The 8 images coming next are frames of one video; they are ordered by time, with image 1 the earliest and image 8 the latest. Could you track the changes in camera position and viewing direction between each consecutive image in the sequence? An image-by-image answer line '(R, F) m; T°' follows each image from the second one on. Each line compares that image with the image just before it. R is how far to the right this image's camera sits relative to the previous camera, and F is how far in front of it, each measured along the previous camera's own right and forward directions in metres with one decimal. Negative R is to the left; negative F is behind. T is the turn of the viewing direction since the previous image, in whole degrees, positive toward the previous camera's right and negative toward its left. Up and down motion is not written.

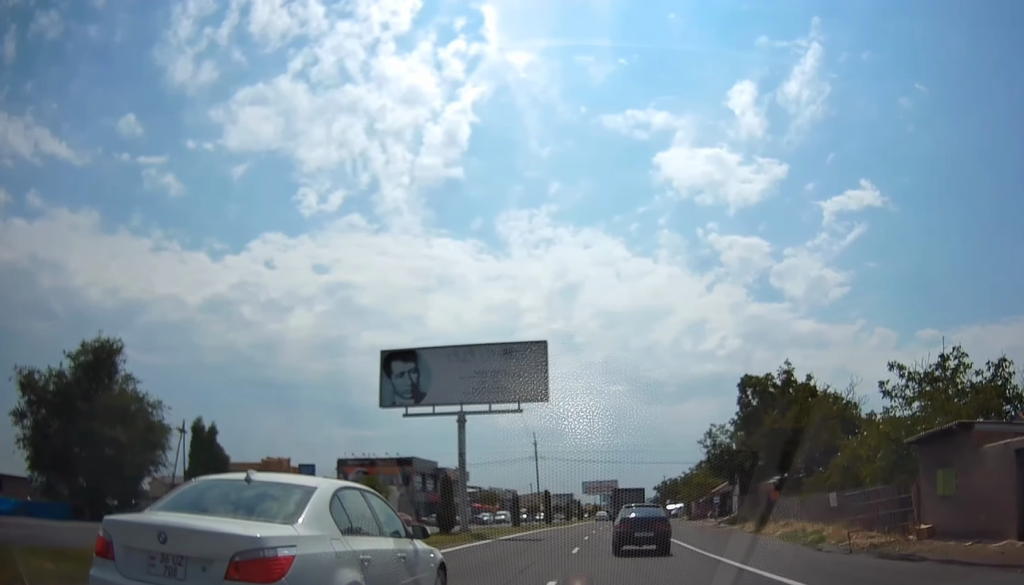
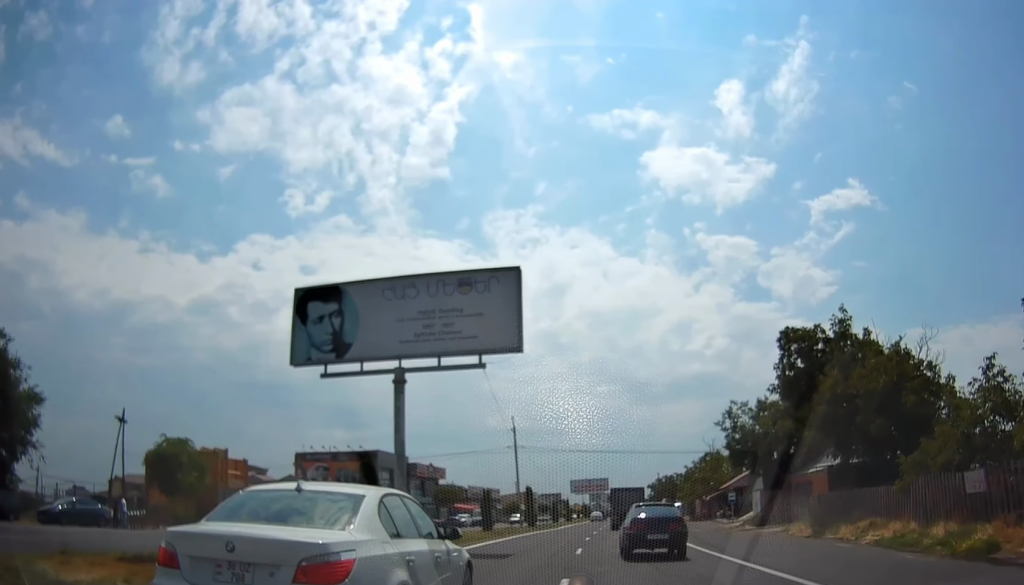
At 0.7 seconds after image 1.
(+0.3, +10.9) m; +1°
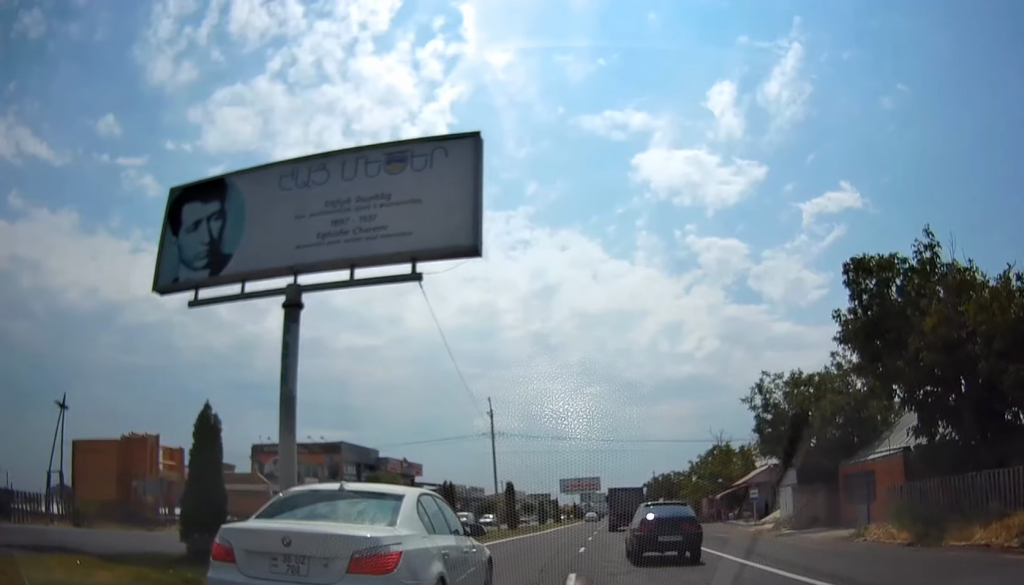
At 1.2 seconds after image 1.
(-0.3, +9.6) m; +1°
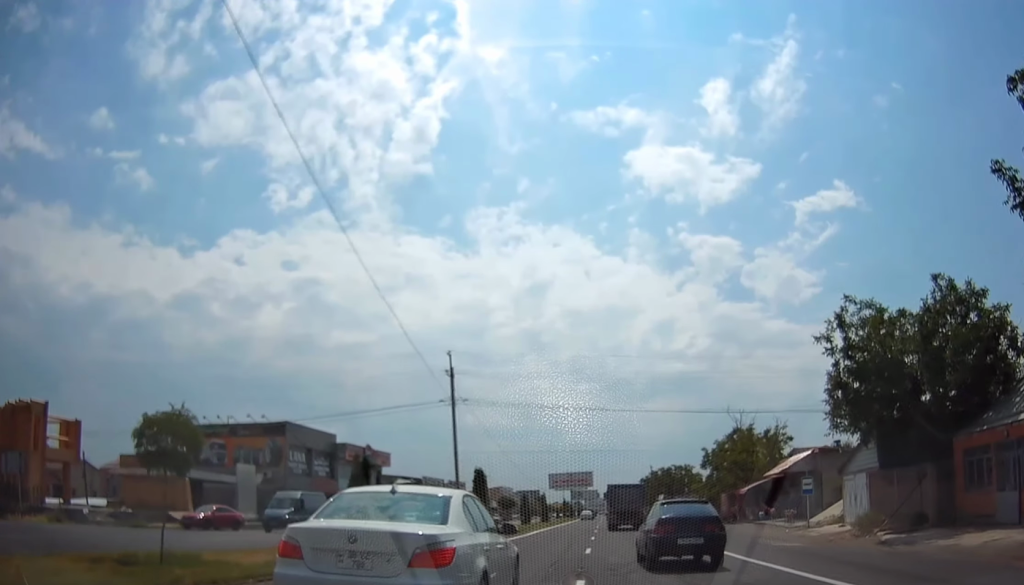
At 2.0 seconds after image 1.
(+0.1, +12.3) m; +1°
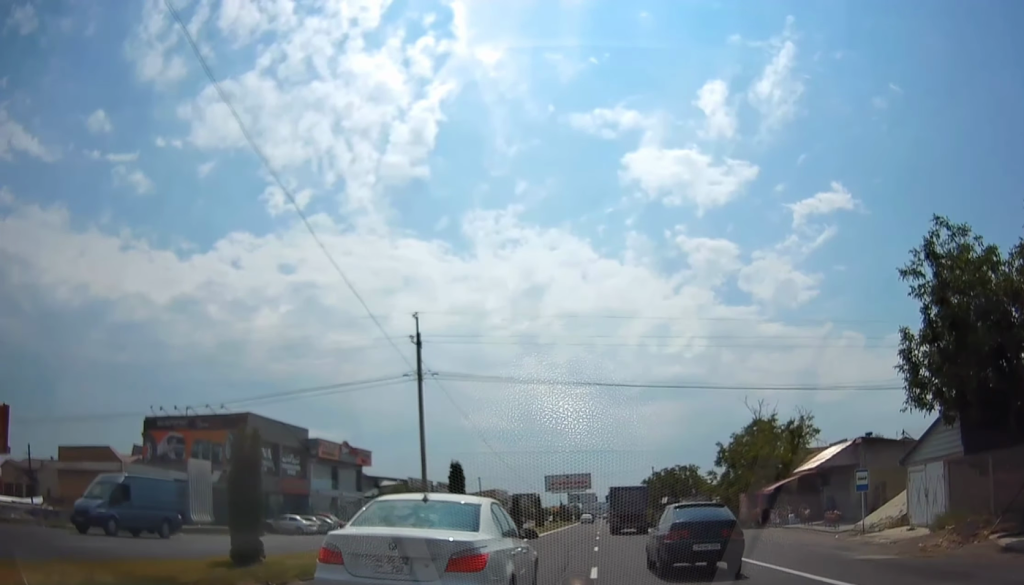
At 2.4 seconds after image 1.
(+0.2, +7.1) m; +1°
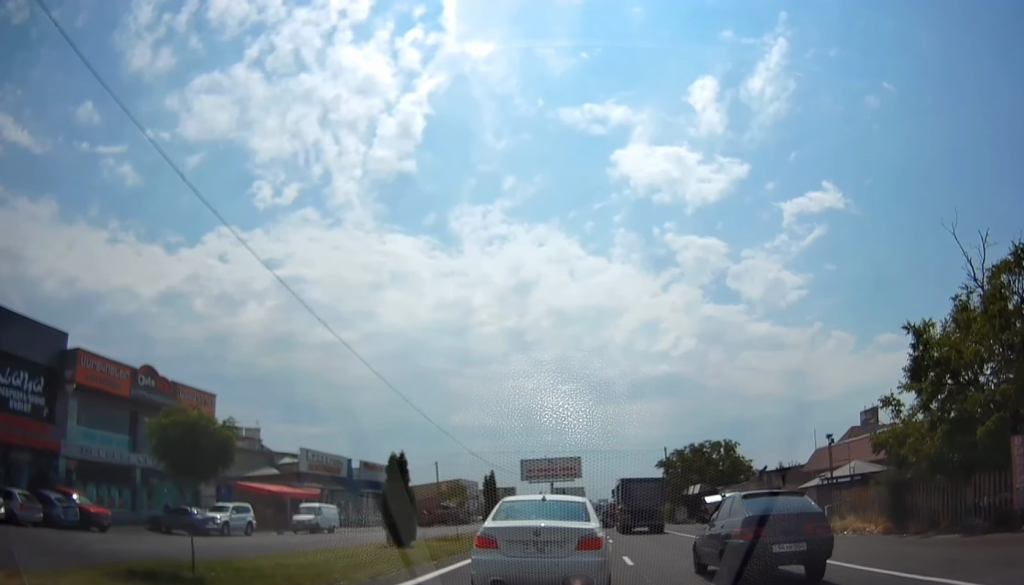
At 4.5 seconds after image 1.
(-0.3, +33.5) m; +1°
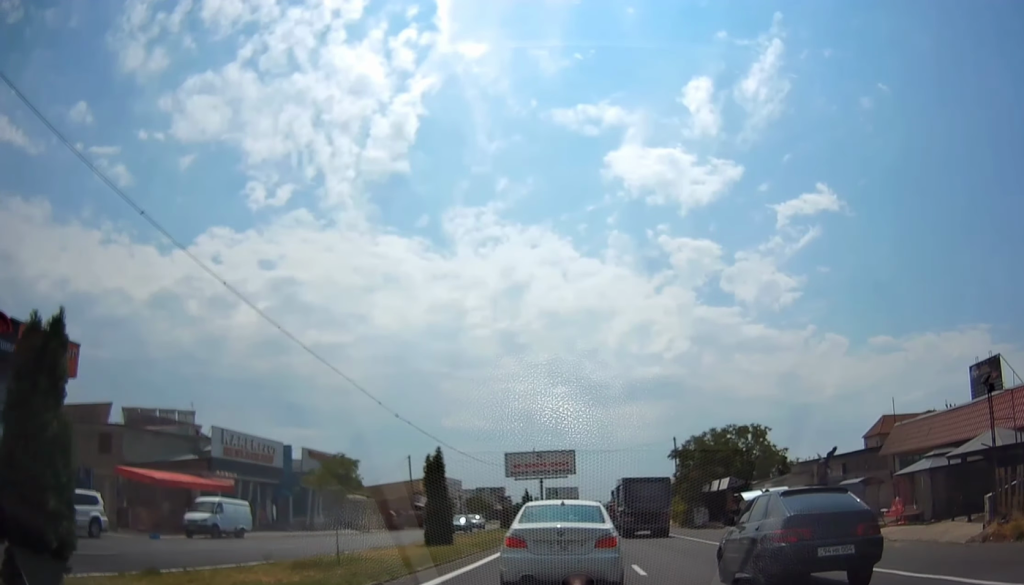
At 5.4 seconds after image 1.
(+0.4, +14.5) m; +1°
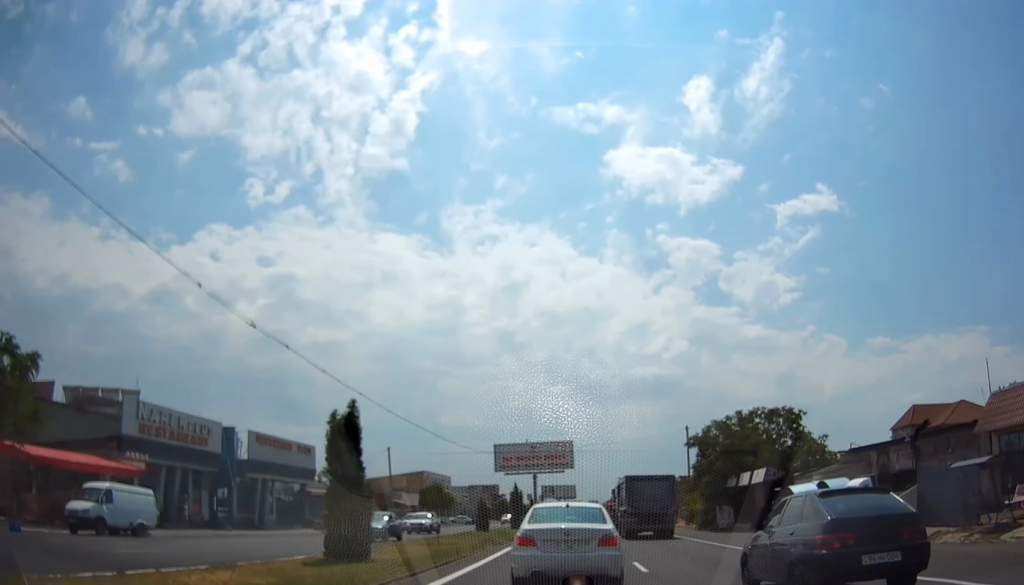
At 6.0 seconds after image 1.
(0.0, +9.8) m; +1°
